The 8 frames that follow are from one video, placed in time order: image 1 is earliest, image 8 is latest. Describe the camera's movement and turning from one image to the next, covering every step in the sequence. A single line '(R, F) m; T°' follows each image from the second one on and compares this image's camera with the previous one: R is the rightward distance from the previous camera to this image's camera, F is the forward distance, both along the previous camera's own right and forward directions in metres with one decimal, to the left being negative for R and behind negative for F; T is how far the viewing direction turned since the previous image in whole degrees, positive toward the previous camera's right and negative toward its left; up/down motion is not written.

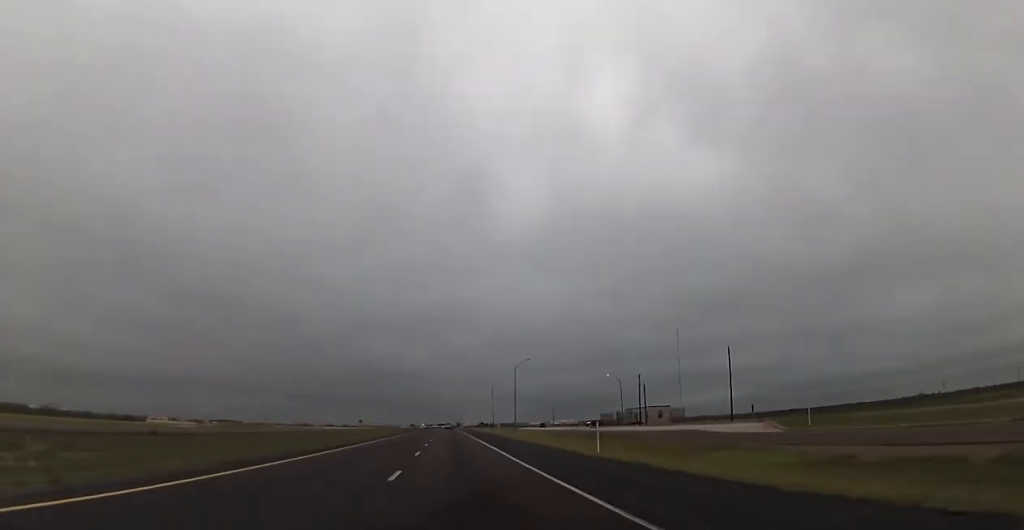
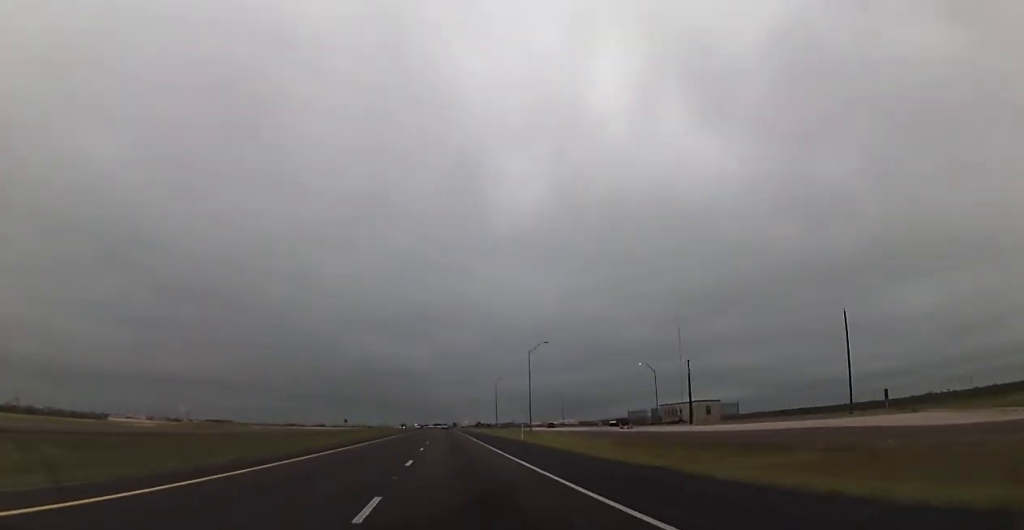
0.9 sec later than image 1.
(0.0, +30.7) m; 0°
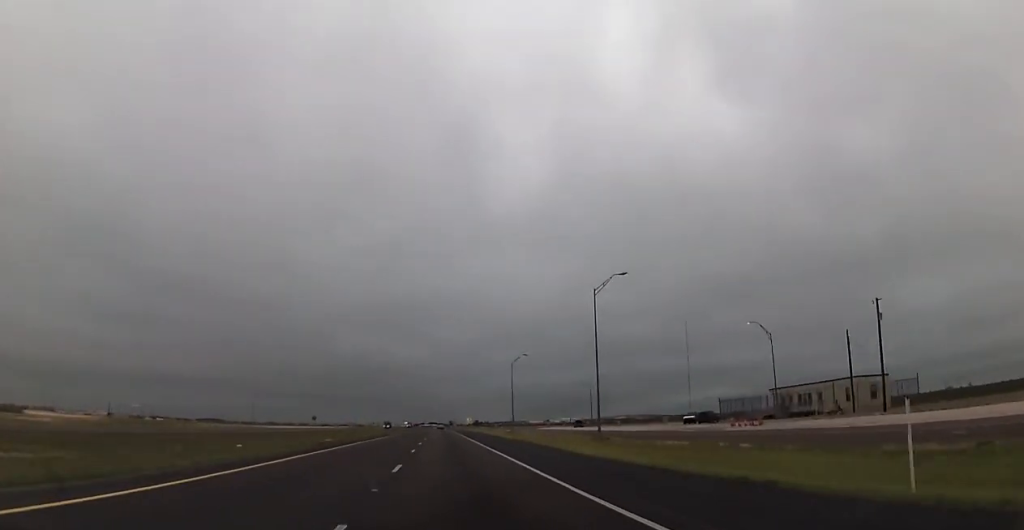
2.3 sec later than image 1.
(+0.5, +52.0) m; 0°
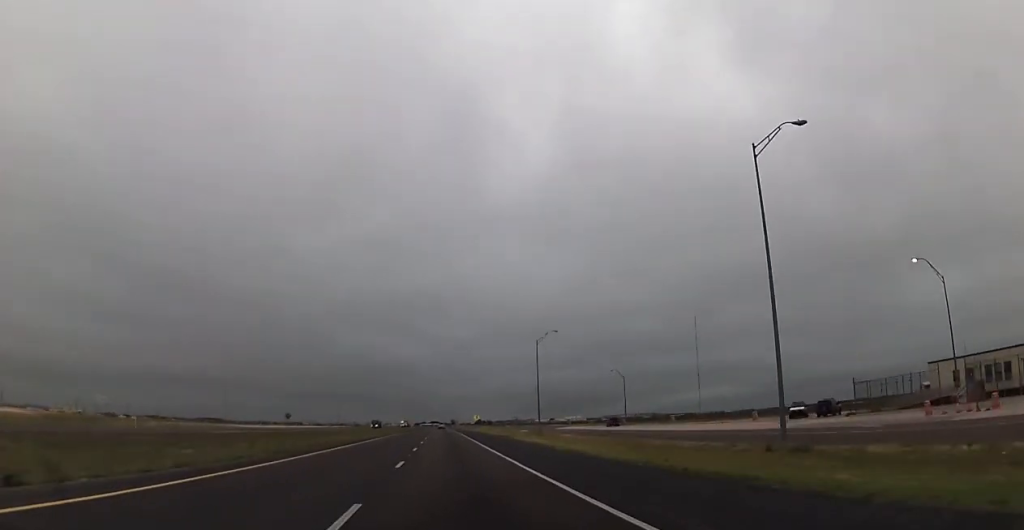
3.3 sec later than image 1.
(-0.4, +34.3) m; 0°
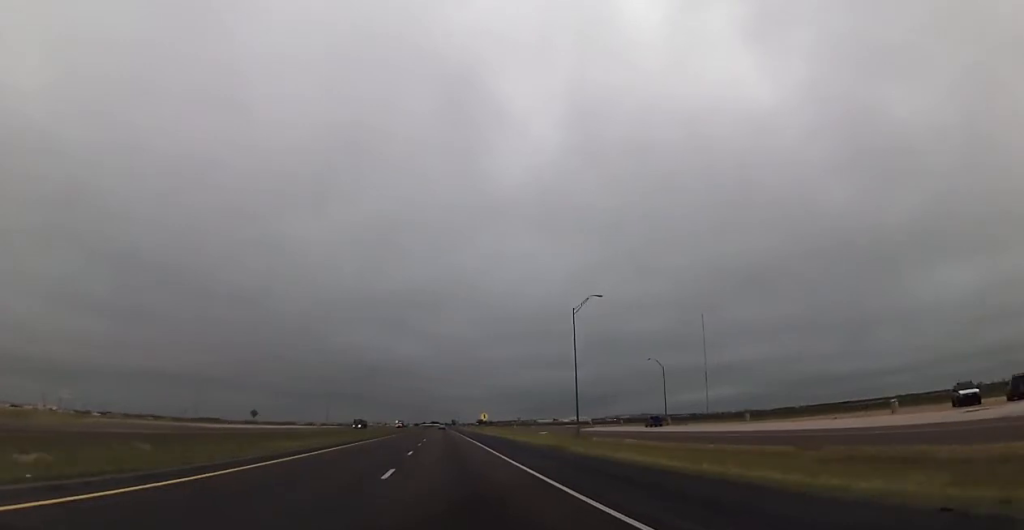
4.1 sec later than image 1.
(+0.3, +28.3) m; 0°
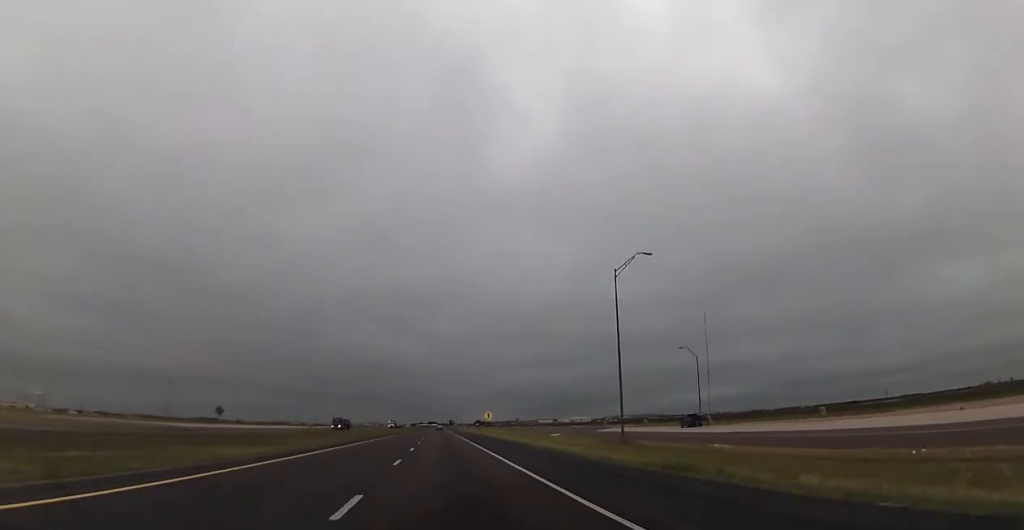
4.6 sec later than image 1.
(0.0, +18.9) m; 0°
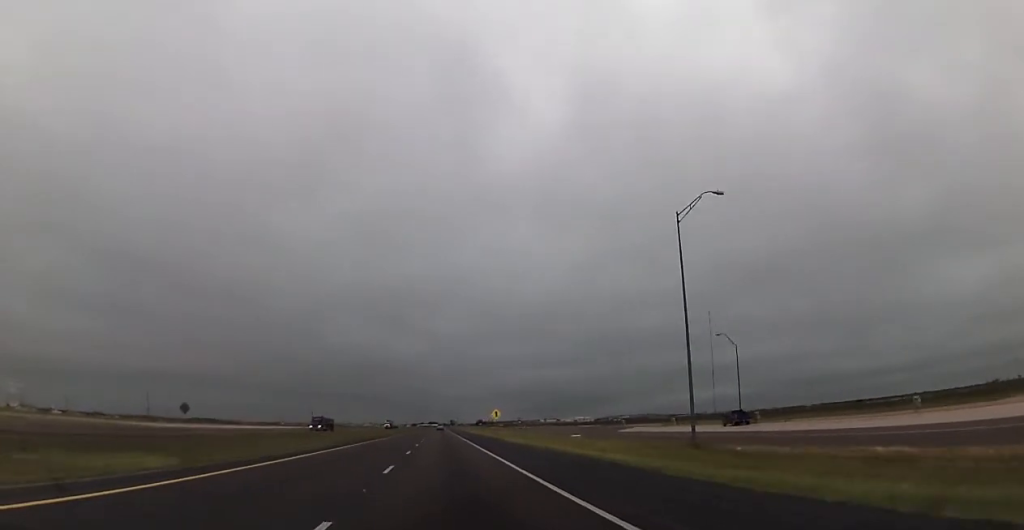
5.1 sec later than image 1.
(-0.2, +15.4) m; 0°
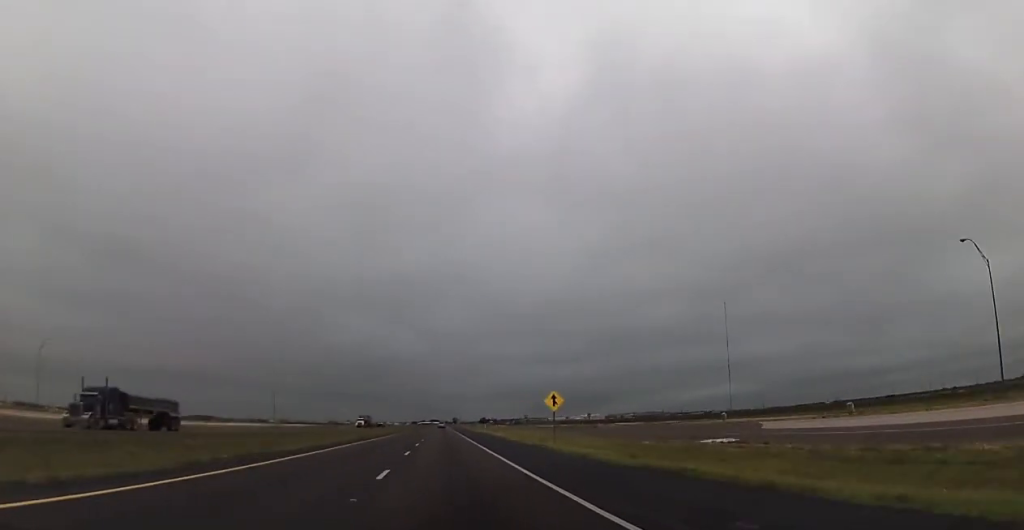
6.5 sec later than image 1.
(+0.6, +50.9) m; 0°
